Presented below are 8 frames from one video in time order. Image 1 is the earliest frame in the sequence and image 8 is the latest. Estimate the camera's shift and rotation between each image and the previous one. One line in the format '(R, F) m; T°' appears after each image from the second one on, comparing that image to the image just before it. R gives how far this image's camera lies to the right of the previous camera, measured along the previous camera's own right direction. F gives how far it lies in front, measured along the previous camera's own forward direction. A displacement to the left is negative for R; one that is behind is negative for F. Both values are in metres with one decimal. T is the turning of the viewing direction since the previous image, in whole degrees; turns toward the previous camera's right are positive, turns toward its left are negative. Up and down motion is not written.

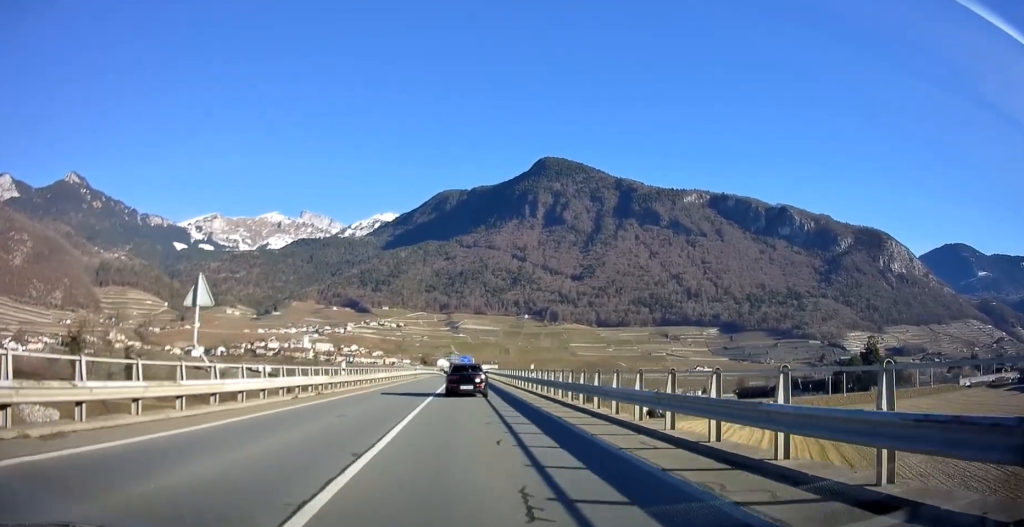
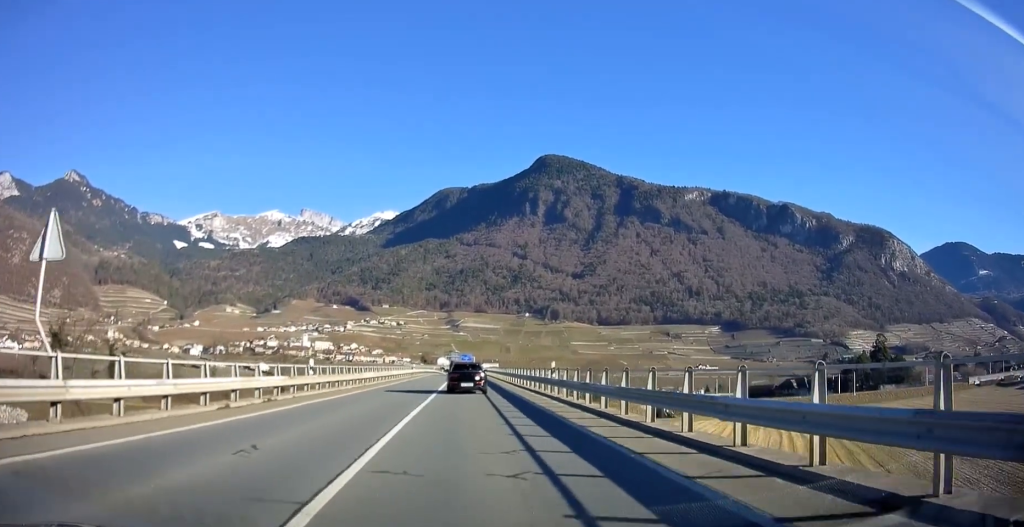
(0.0, +6.5) m; 0°
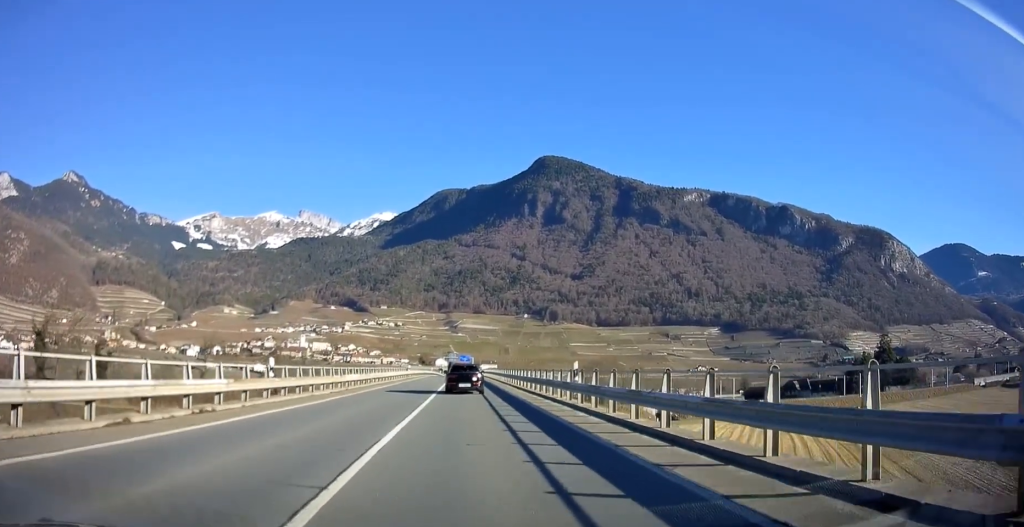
(0.0, +5.2) m; 0°
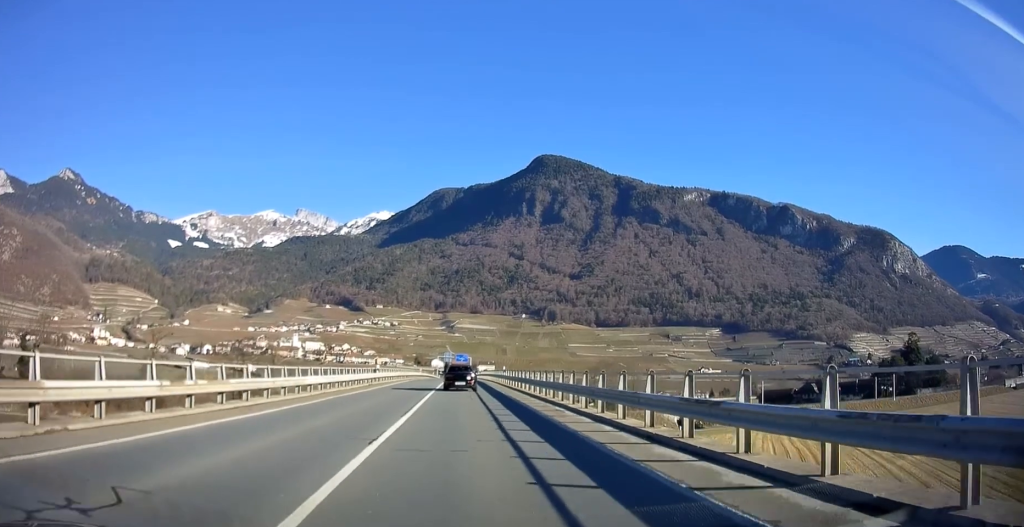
(+0.2, +22.2) m; 0°
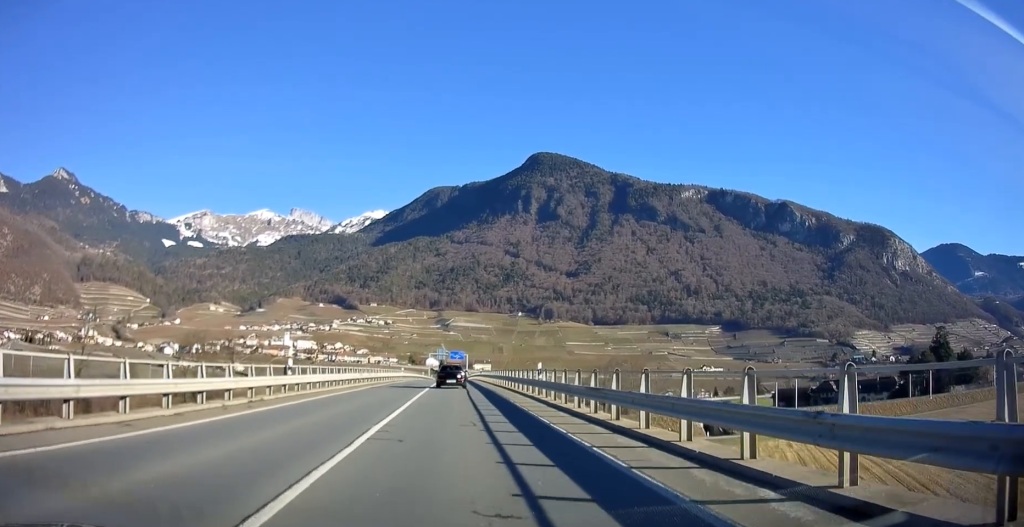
(-0.1, +22.4) m; -1°
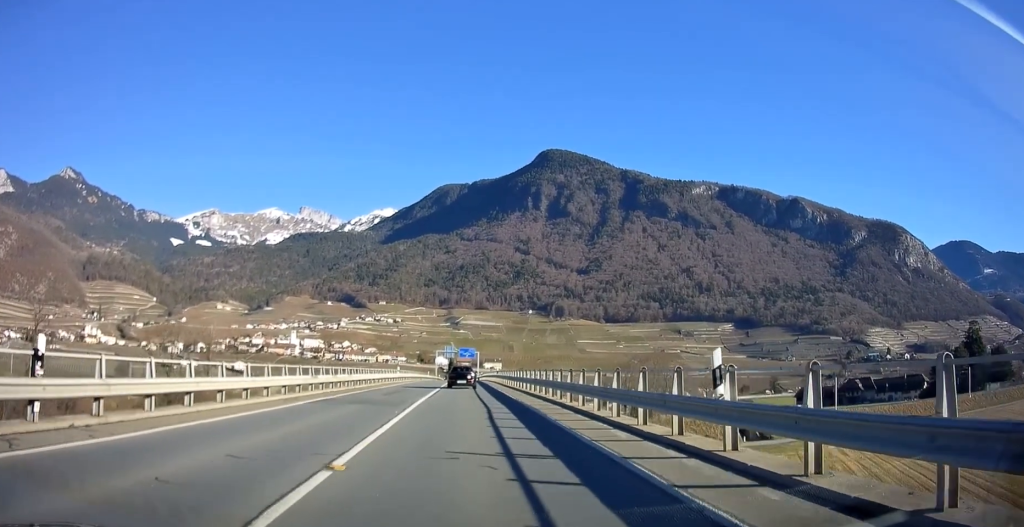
(-0.1, +15.2) m; -1°
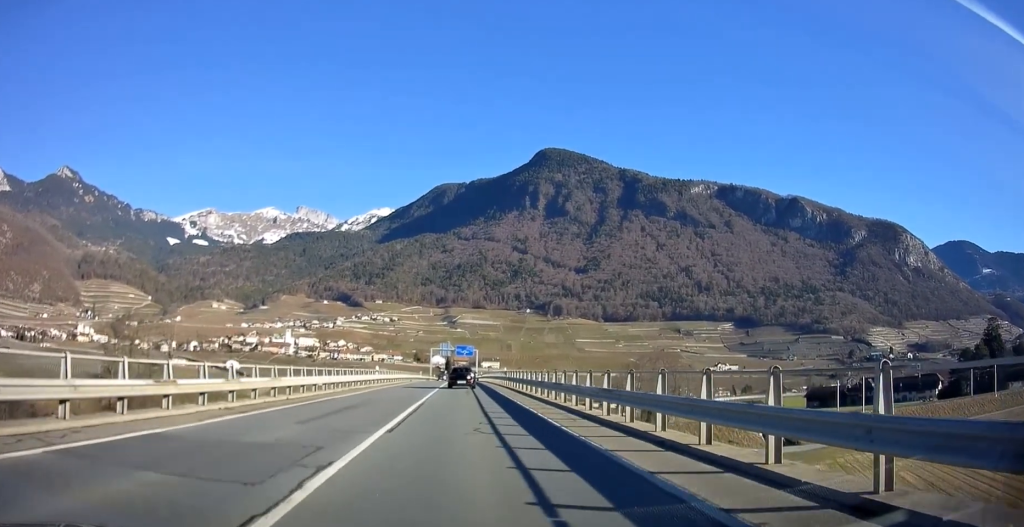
(-0.1, +13.3) m; 0°
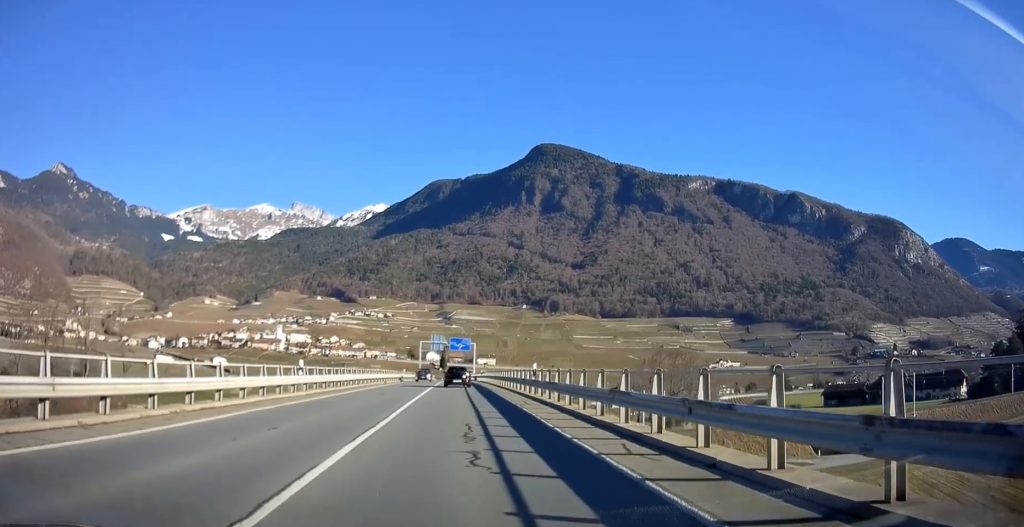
(+0.1, +19.9) m; +1°
